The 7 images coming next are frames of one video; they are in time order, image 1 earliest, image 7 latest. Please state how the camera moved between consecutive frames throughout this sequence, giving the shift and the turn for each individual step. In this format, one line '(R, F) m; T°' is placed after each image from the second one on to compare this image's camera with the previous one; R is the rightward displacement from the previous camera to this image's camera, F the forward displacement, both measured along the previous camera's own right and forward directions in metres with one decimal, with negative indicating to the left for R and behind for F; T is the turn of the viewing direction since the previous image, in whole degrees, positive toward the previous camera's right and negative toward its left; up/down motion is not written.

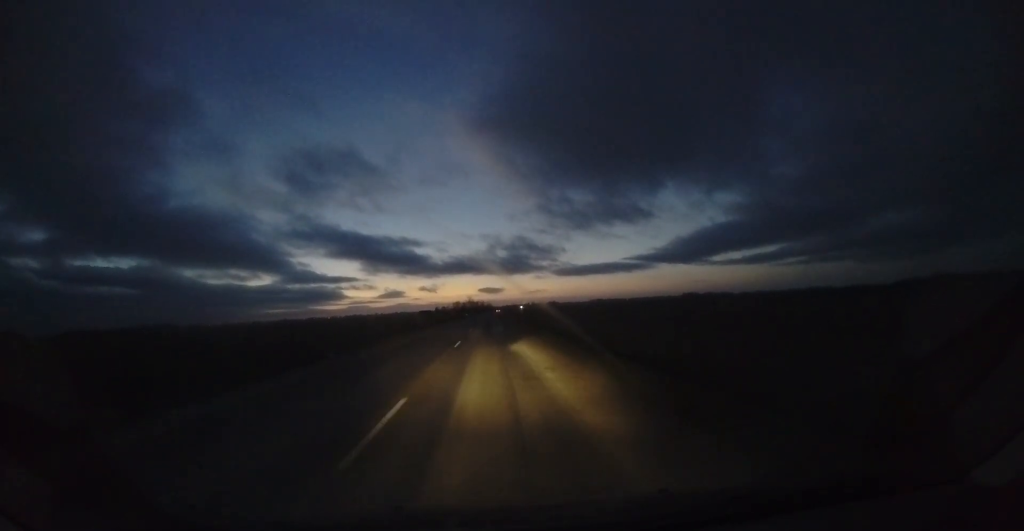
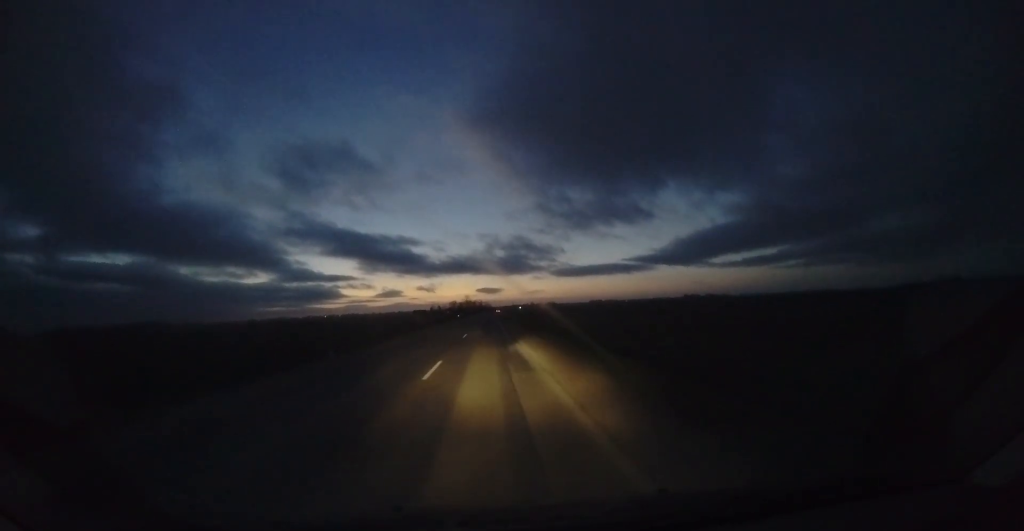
(+0.2, +19.1) m; +1°
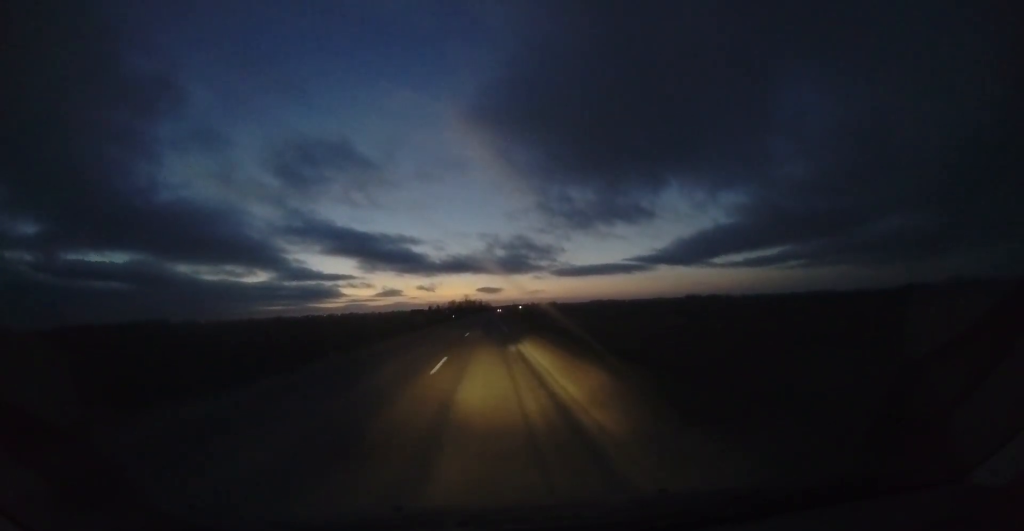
(0.0, +10.9) m; 0°
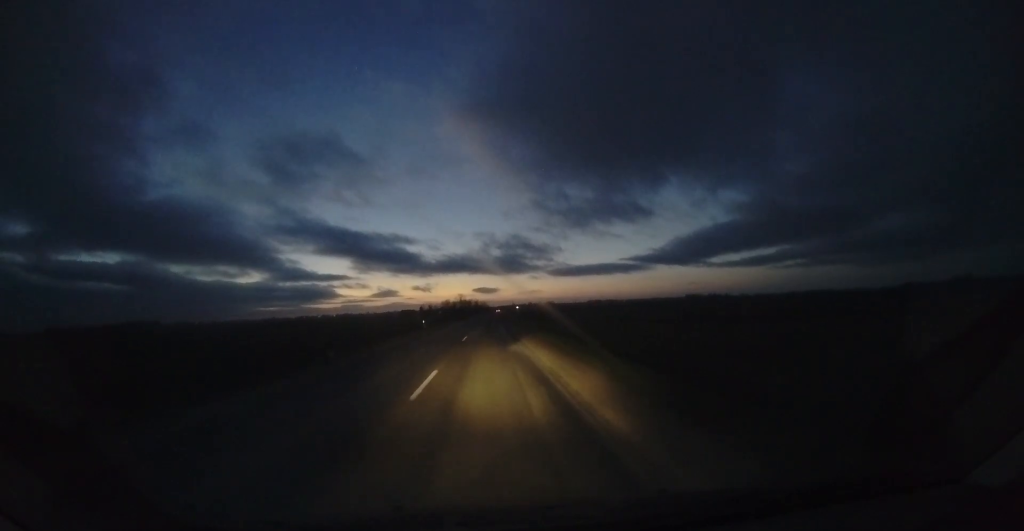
(+0.1, +26.6) m; 0°
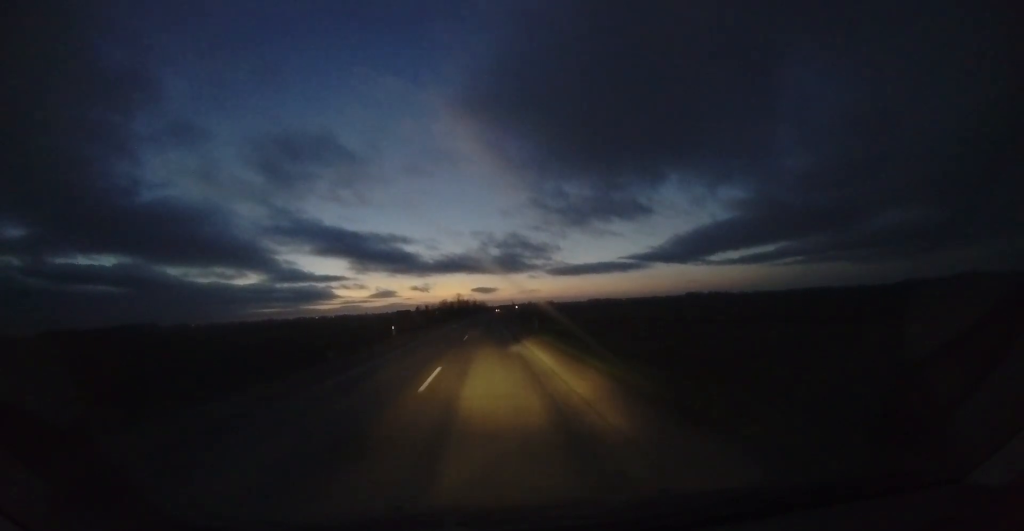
(-0.1, +10.9) m; 0°
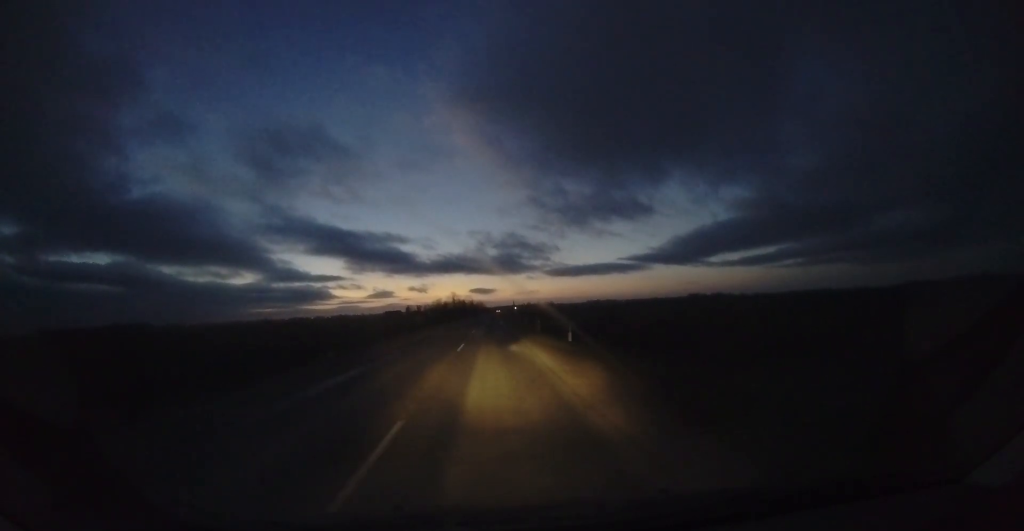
(+0.4, +28.7) m; +1°
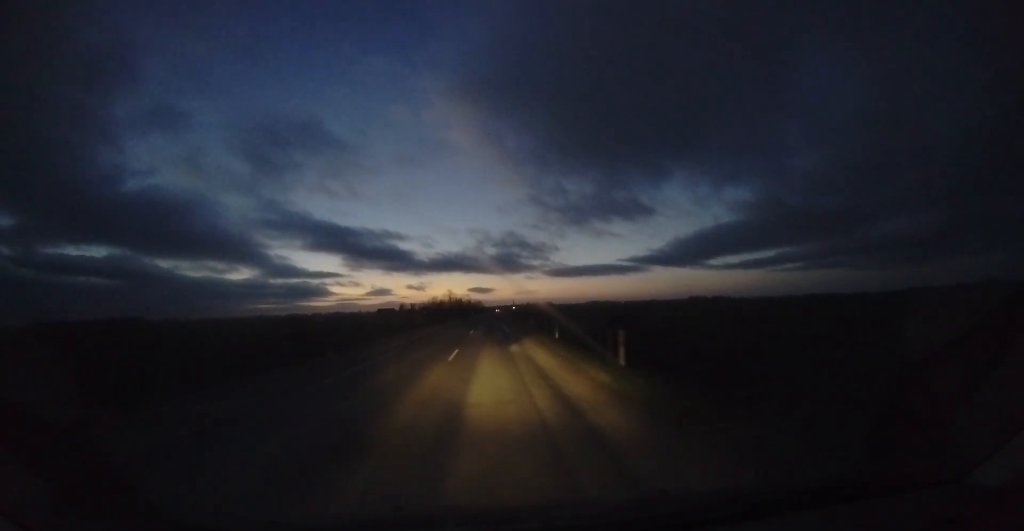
(+0.1, +15.2) m; 0°
